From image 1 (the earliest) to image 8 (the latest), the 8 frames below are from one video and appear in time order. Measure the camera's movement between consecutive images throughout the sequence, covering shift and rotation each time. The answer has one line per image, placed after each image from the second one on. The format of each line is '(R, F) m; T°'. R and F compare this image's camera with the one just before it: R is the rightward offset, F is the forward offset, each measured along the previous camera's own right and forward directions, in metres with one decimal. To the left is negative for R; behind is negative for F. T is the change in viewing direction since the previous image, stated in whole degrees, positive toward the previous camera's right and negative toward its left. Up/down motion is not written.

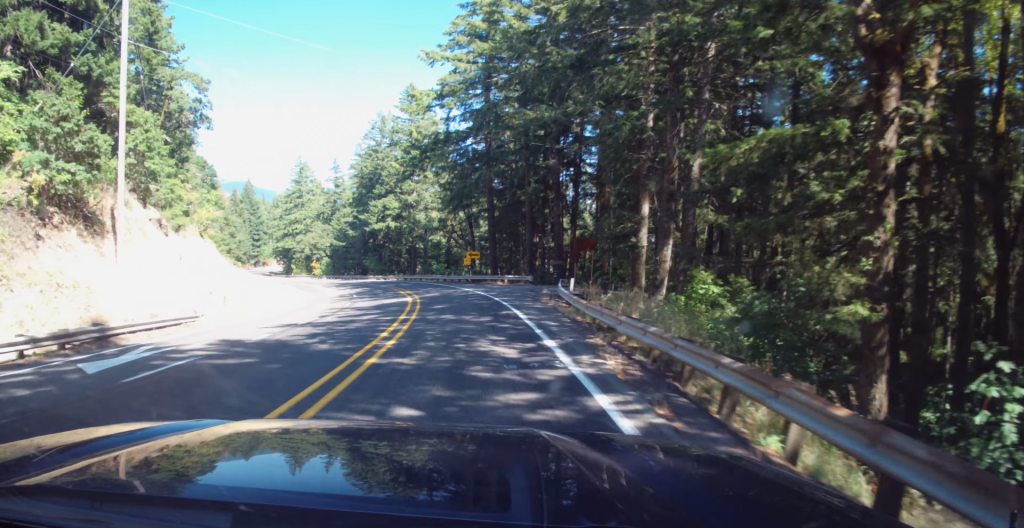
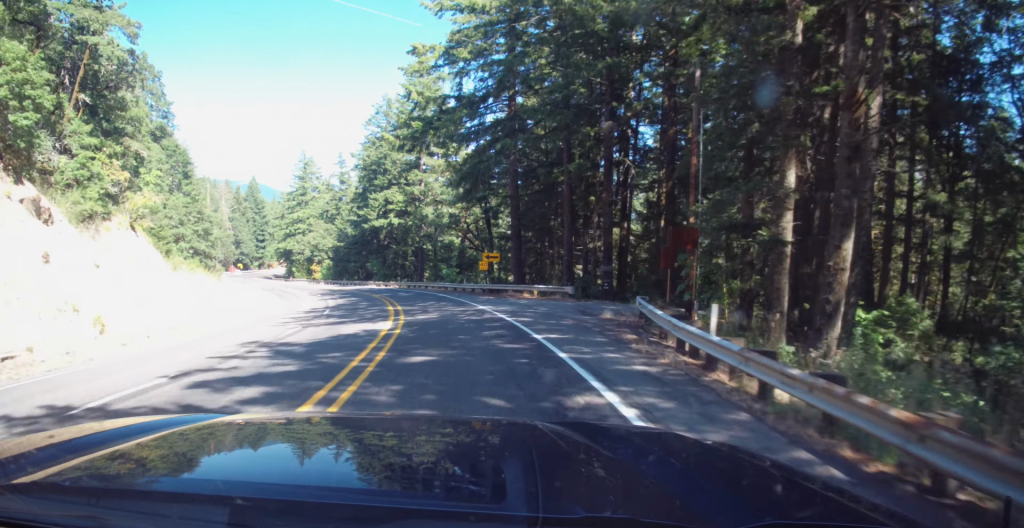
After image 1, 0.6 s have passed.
(+0.3, +13.6) m; 0°
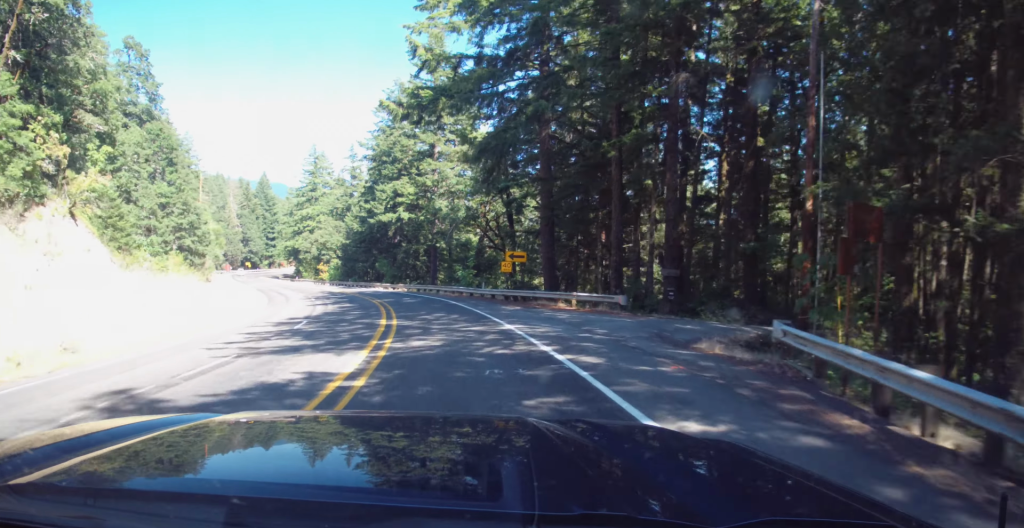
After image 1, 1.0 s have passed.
(-0.2, +8.5) m; -1°
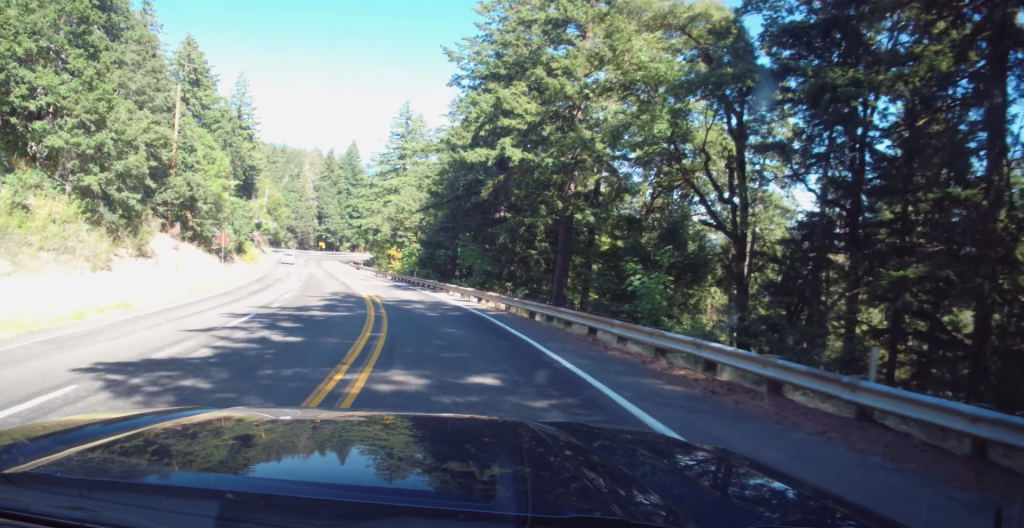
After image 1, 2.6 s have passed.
(-1.2, +33.1) m; -12°
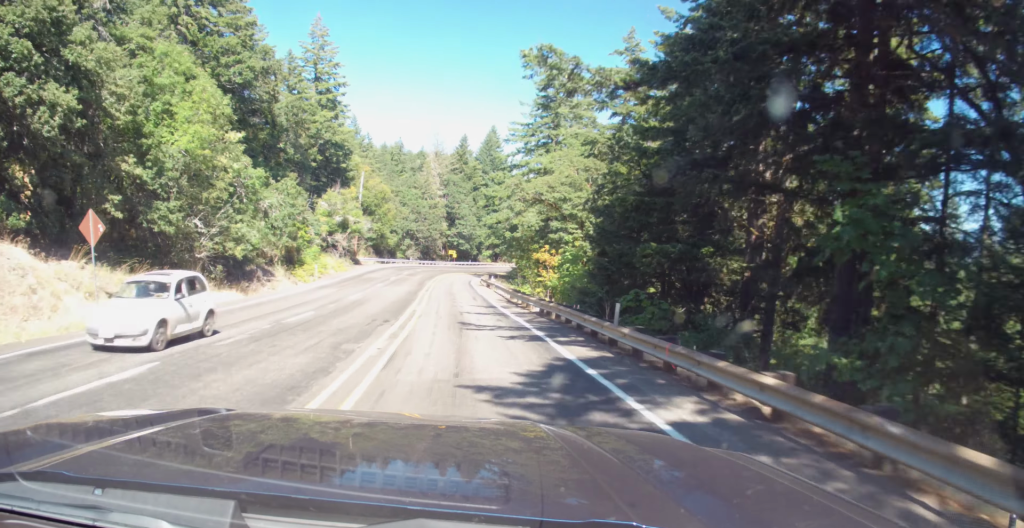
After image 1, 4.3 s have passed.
(-5.7, +34.4) m; -10°
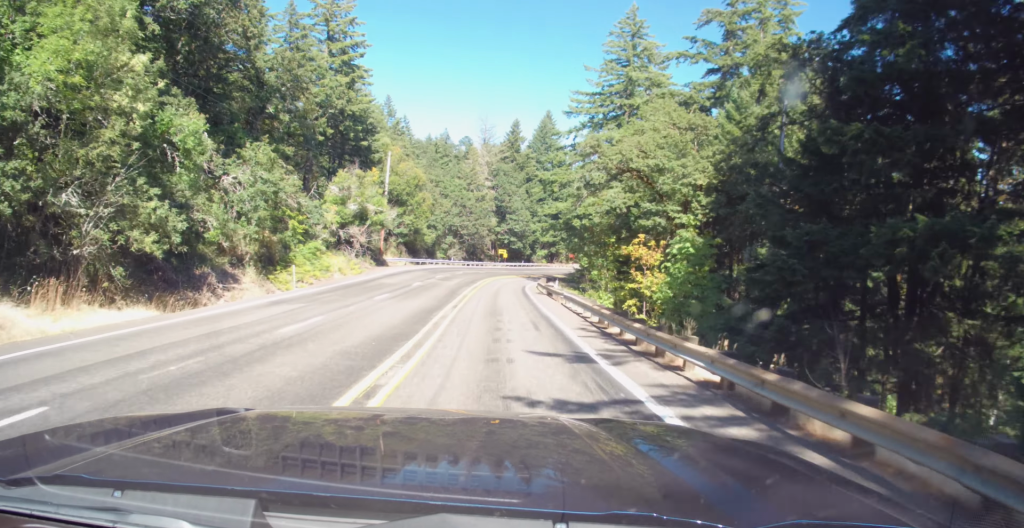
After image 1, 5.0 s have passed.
(0.0, +16.6) m; 0°
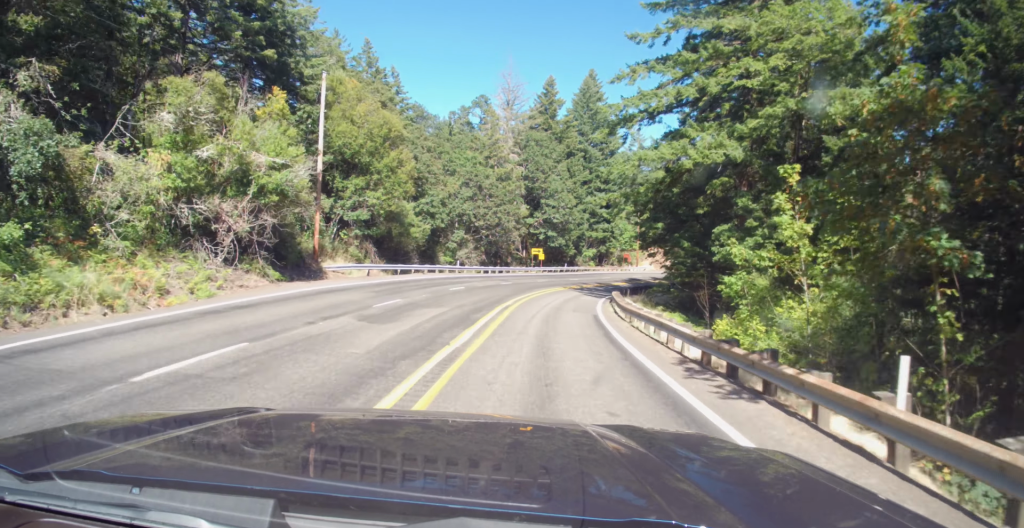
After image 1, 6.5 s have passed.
(0.0, +31.5) m; 0°
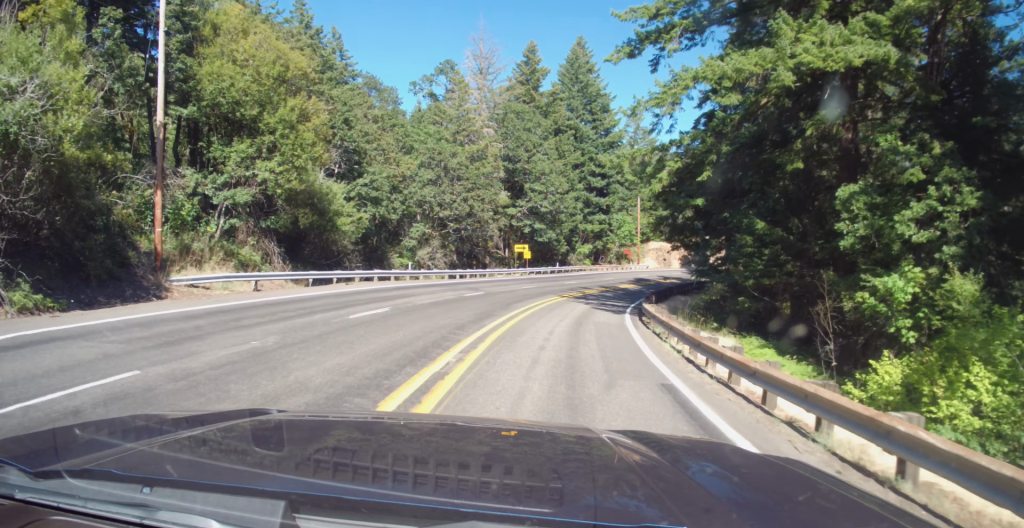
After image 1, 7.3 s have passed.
(0.0, +16.3) m; +1°
